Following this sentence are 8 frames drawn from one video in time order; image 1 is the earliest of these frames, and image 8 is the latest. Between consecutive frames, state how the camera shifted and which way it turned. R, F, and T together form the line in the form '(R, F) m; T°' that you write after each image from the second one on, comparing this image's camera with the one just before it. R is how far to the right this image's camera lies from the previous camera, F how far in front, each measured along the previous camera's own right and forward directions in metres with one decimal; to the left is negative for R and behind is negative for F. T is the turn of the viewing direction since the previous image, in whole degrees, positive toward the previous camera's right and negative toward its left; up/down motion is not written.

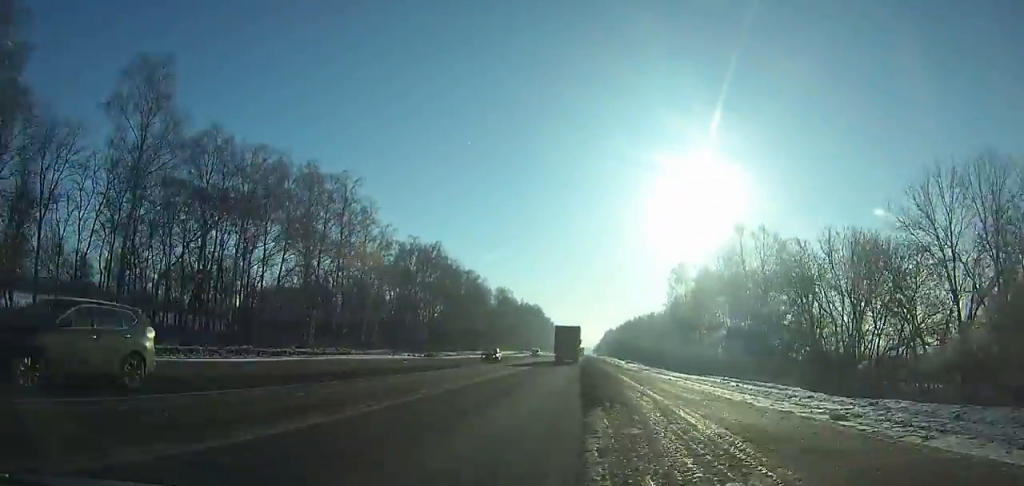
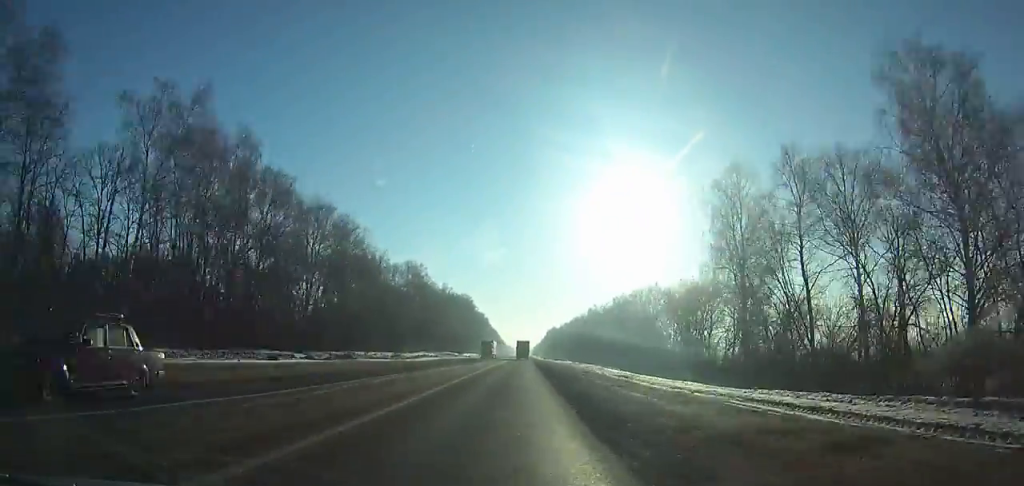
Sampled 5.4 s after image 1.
(+3.0, +68.6) m; +4°
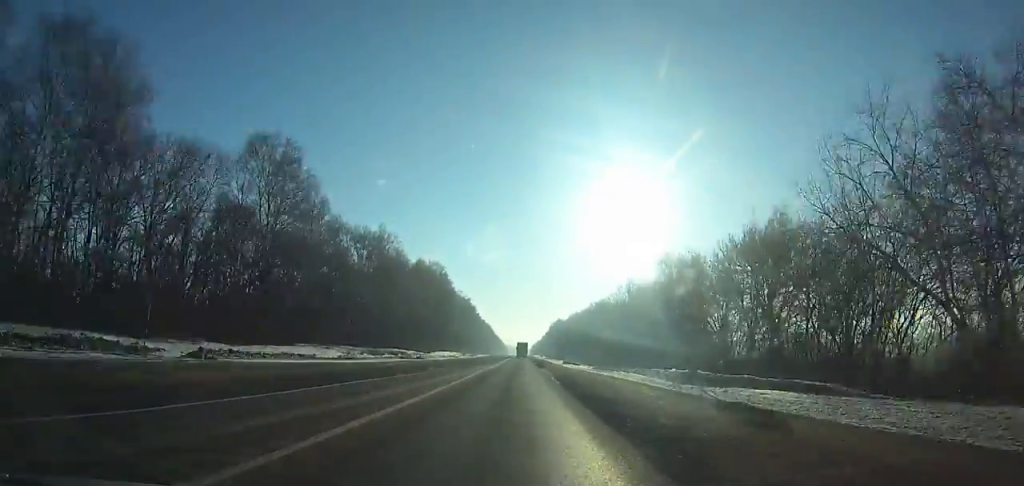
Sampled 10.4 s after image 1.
(+0.5, +91.4) m; +1°
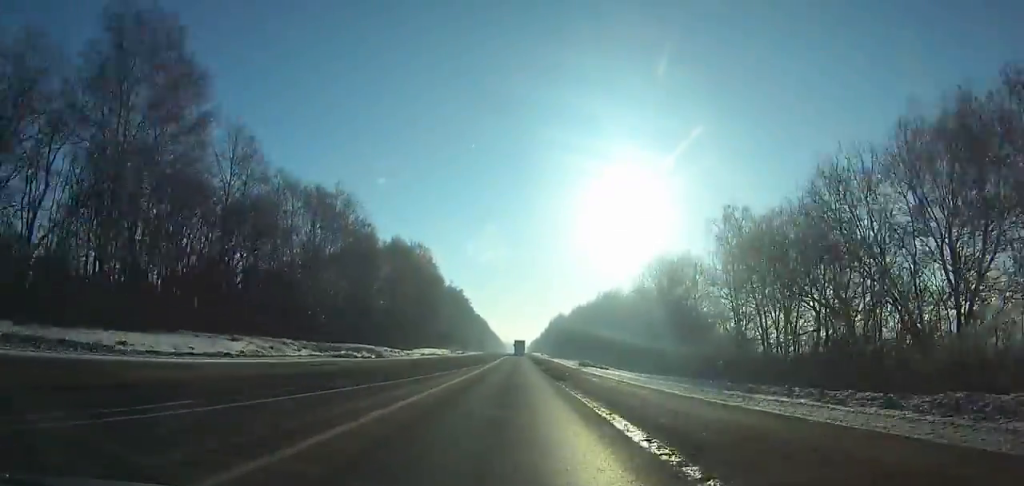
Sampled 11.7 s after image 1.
(0.0, +26.4) m; 0°
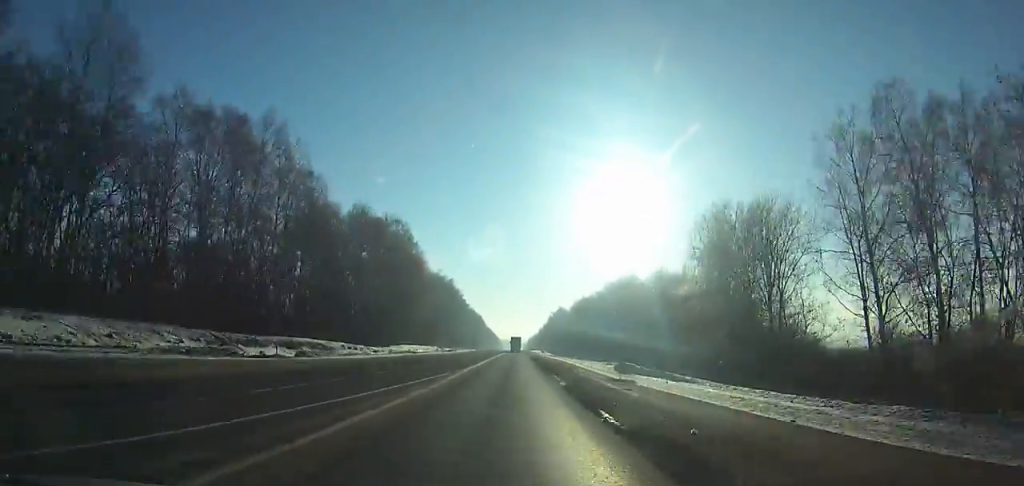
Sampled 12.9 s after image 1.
(+0.2, +25.5) m; 0°
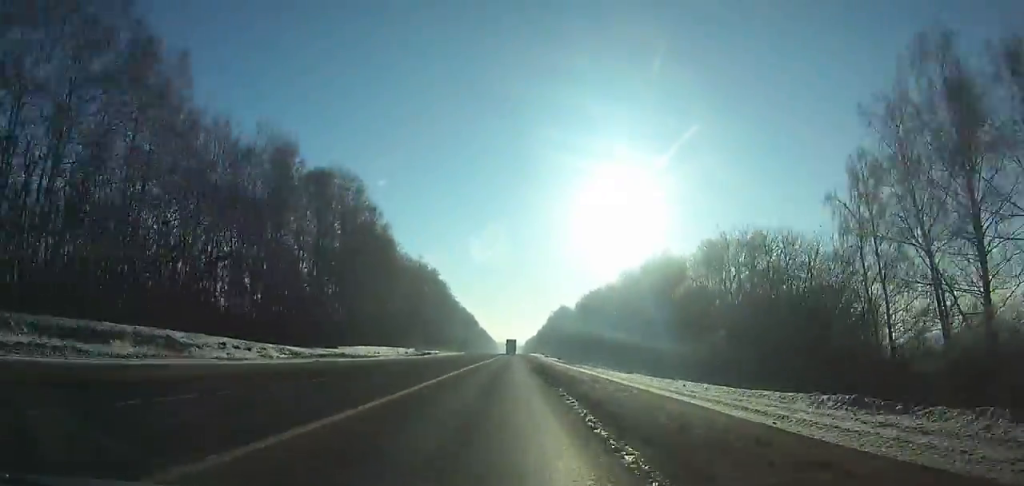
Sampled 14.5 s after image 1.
(+0.2, +34.4) m; 0°
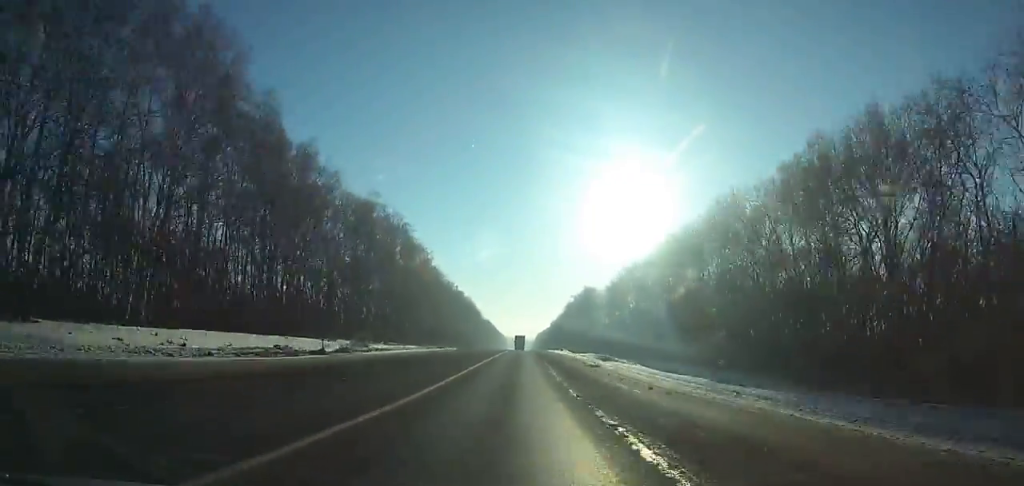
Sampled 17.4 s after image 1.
(-0.4, +64.7) m; 0°
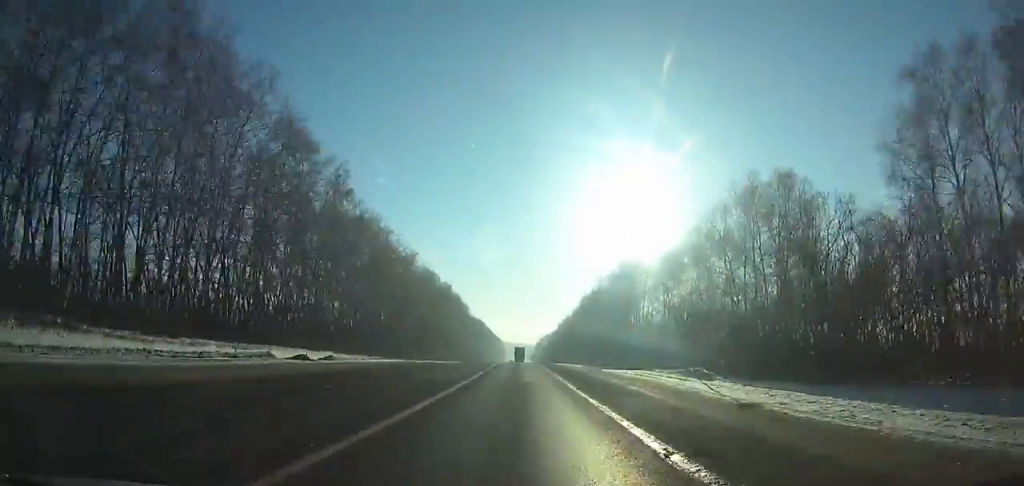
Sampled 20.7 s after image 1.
(+0.1, +75.2) m; 0°
